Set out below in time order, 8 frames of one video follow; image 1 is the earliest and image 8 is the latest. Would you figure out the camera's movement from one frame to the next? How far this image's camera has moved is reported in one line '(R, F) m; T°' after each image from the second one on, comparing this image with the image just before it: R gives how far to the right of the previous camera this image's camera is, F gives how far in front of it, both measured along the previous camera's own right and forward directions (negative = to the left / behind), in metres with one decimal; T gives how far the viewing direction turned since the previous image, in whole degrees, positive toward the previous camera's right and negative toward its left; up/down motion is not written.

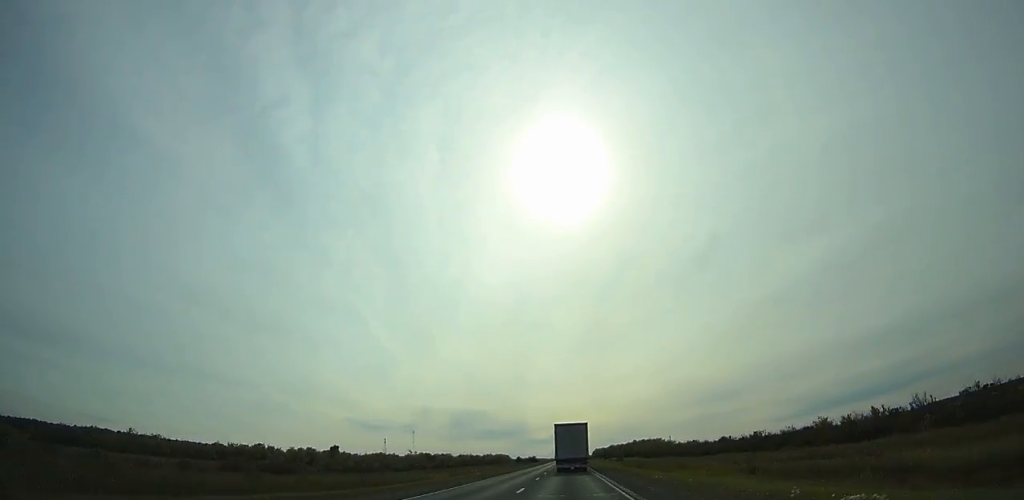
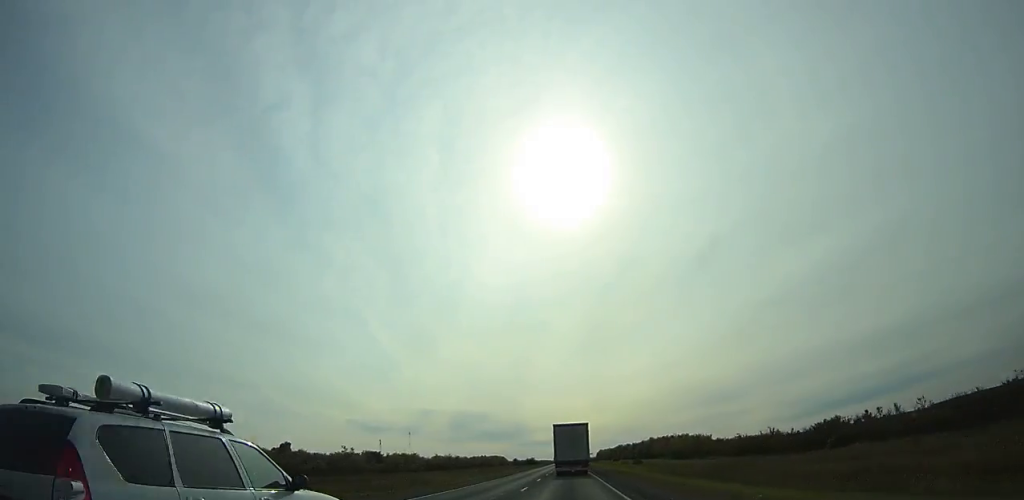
(0.0, +57.6) m; 0°
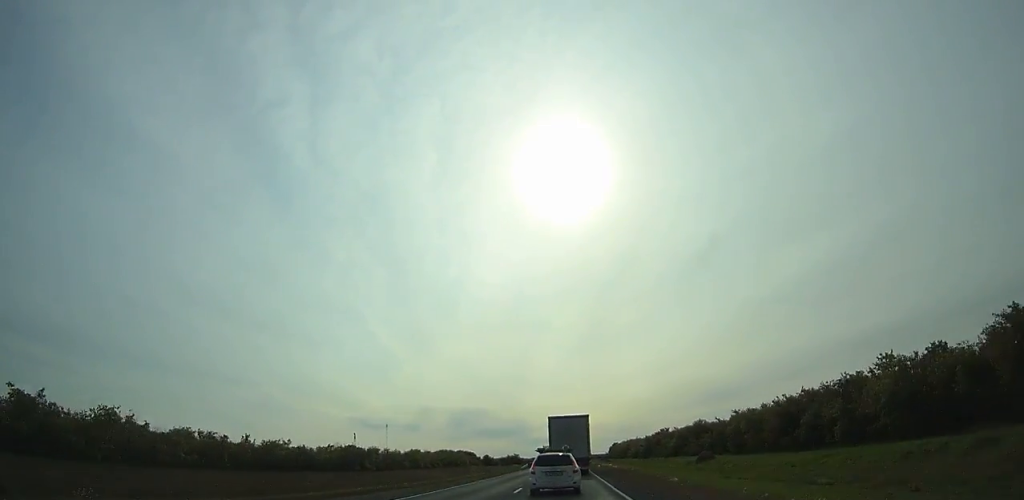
(+0.9, +192.1) m; 0°
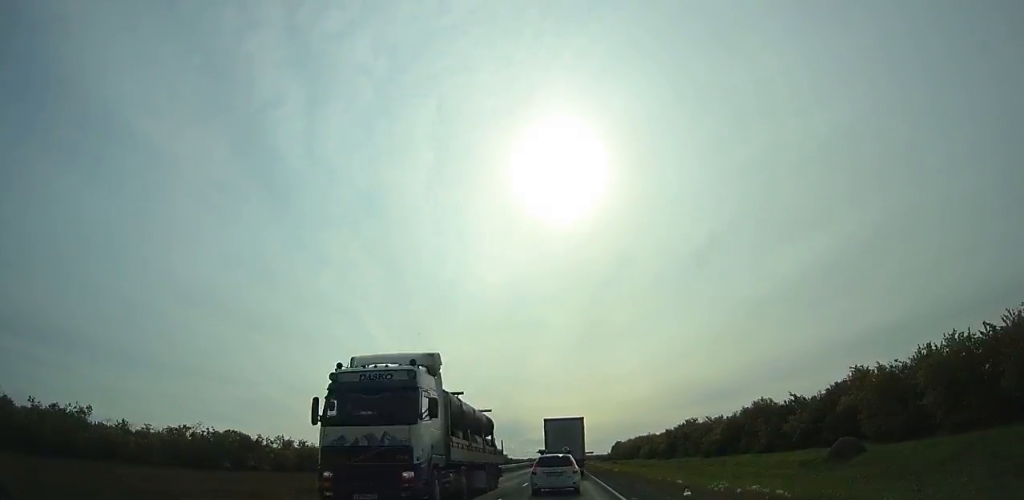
(0.0, +54.9) m; 0°
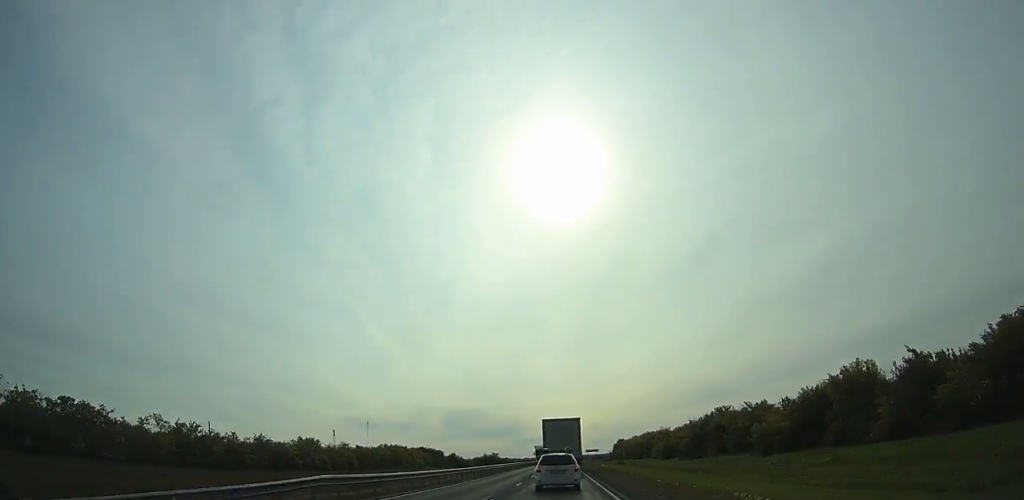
(0.0, +38.1) m; 0°
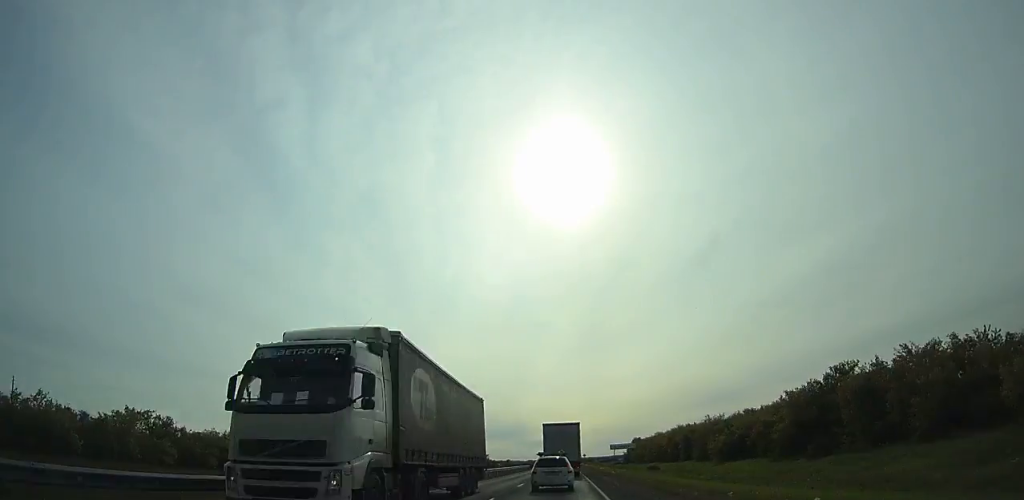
(0.0, +58.9) m; 0°
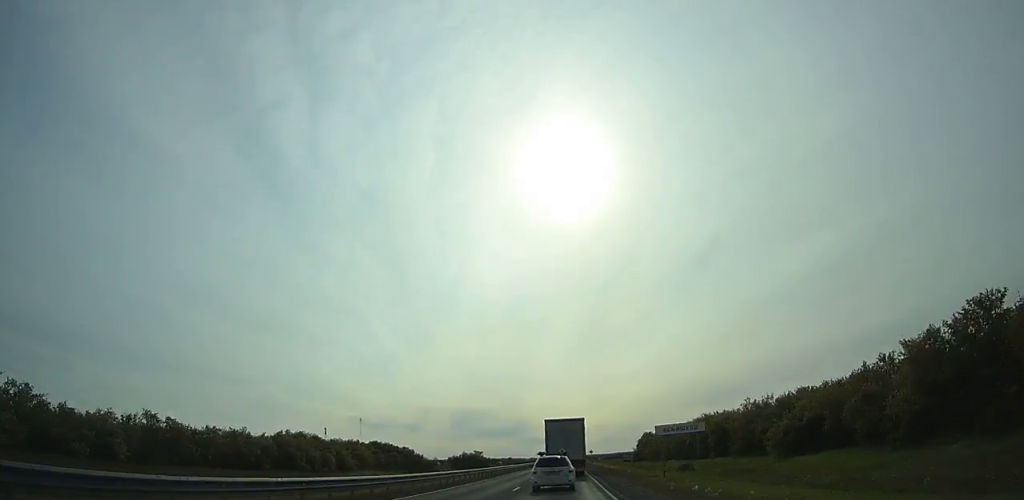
(-0.1, +27.3) m; 0°
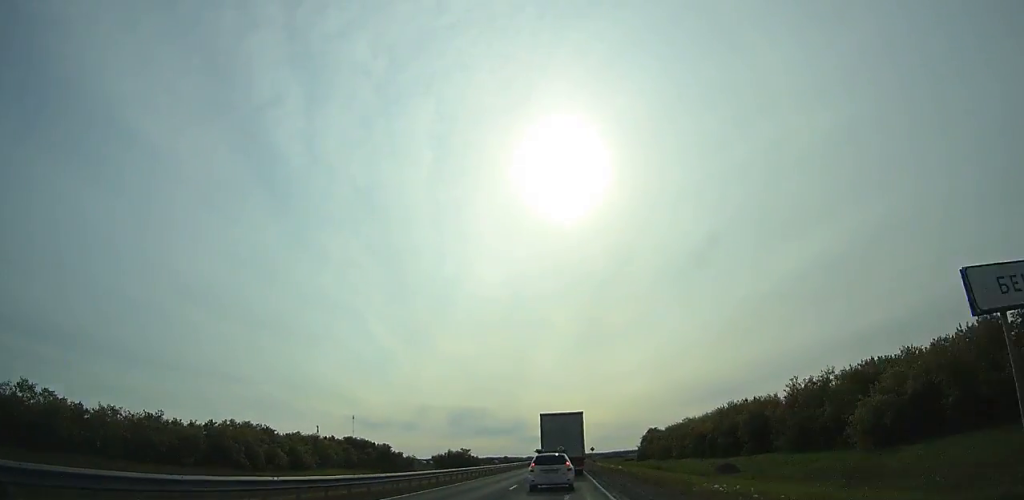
(0.0, +22.9) m; 0°
